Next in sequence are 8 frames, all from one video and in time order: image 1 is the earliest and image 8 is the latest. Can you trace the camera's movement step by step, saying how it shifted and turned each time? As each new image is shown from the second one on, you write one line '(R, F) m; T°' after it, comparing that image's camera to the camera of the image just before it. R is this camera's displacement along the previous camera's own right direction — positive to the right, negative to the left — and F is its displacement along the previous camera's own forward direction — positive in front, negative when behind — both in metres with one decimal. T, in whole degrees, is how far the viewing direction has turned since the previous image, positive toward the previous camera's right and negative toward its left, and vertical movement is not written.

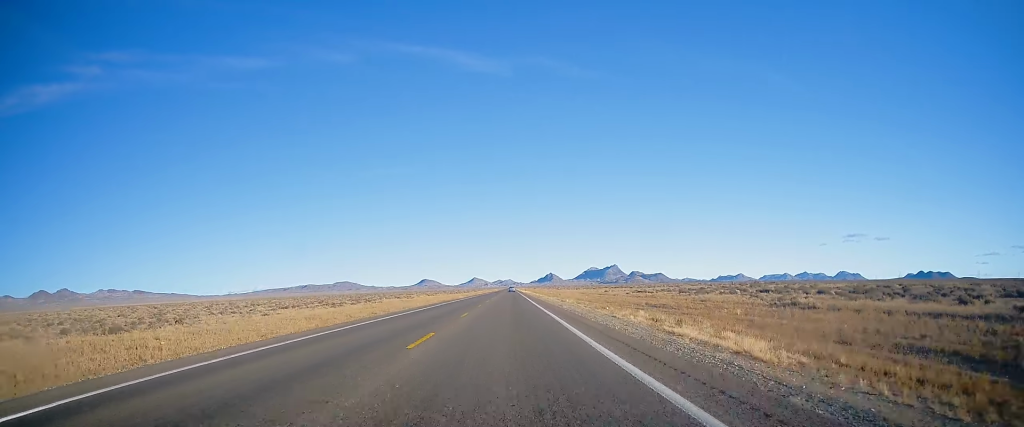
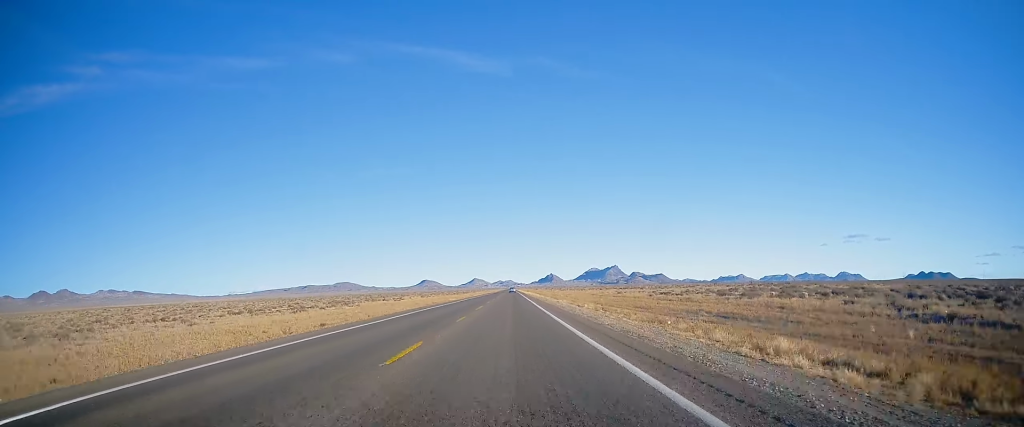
(-0.1, +14.2) m; 0°
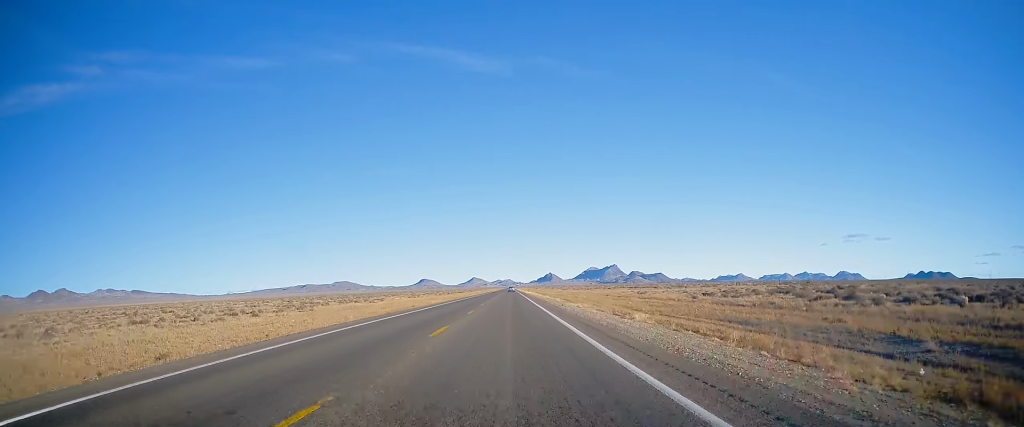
(-0.1, +18.6) m; 0°
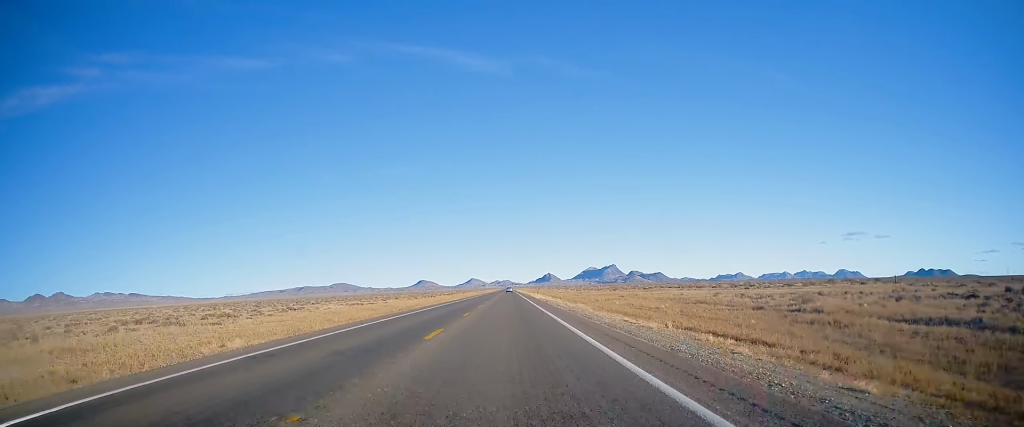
(-0.2, +49.3) m; 0°
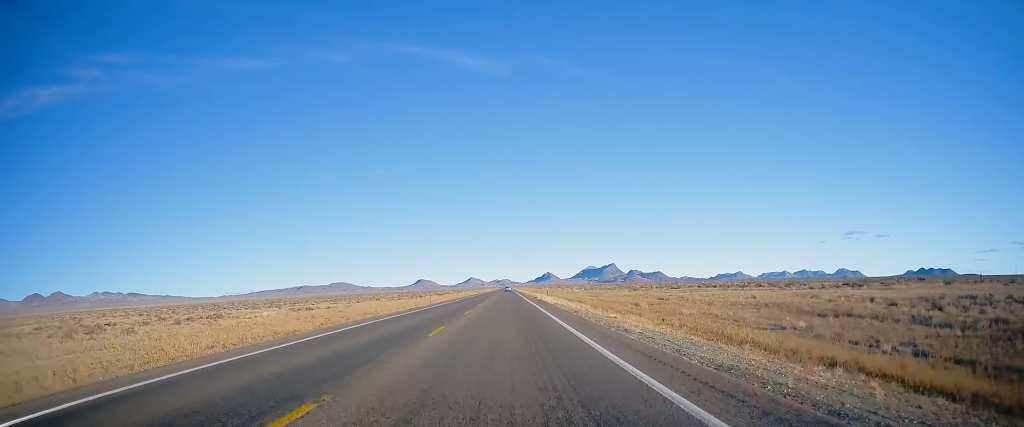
(-0.1, +23.1) m; 0°
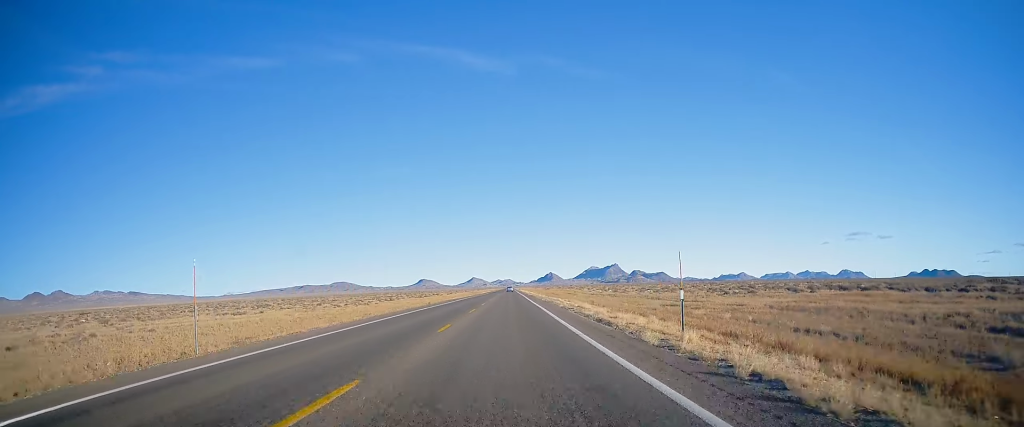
(+0.7, +47.4) m; +1°
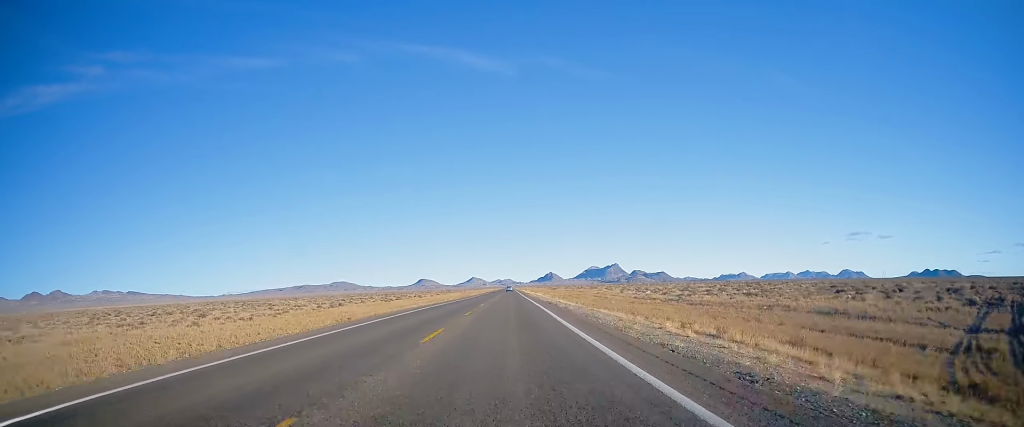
(-0.3, +39.8) m; -1°
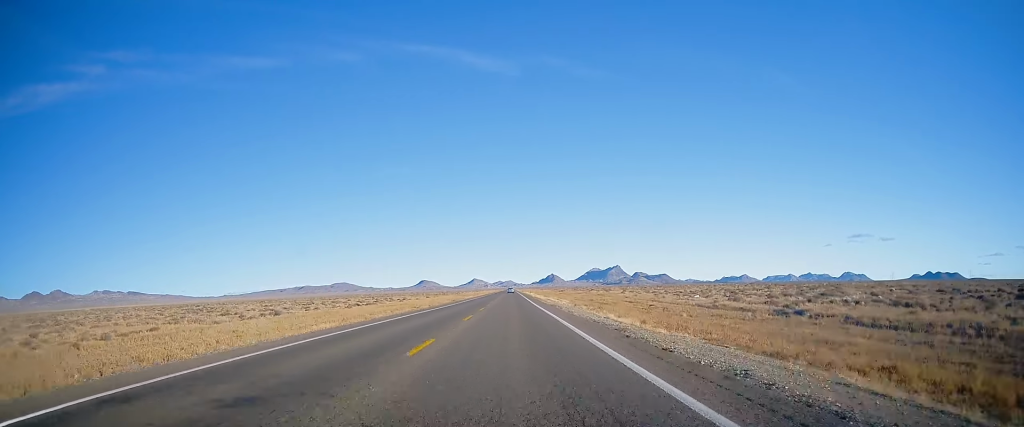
(0.0, +26.5) m; 0°
